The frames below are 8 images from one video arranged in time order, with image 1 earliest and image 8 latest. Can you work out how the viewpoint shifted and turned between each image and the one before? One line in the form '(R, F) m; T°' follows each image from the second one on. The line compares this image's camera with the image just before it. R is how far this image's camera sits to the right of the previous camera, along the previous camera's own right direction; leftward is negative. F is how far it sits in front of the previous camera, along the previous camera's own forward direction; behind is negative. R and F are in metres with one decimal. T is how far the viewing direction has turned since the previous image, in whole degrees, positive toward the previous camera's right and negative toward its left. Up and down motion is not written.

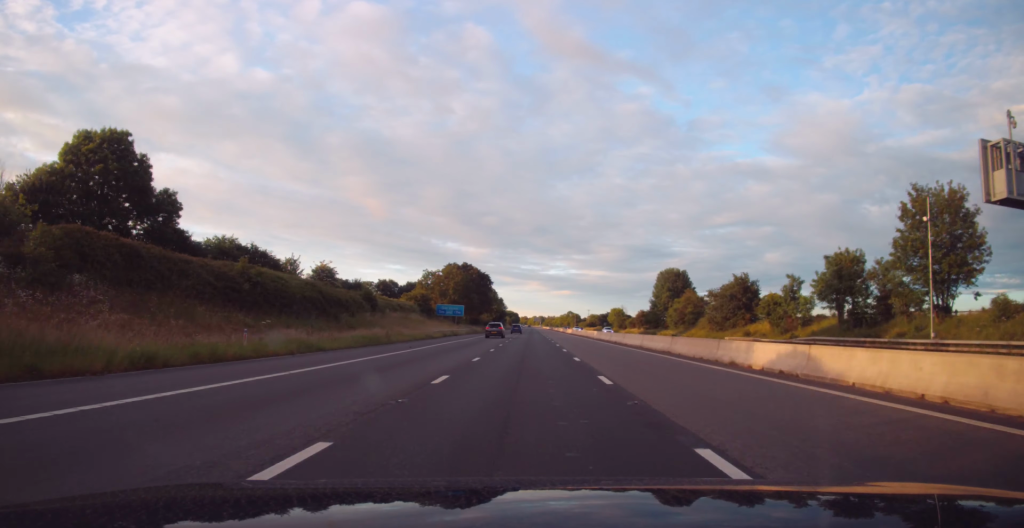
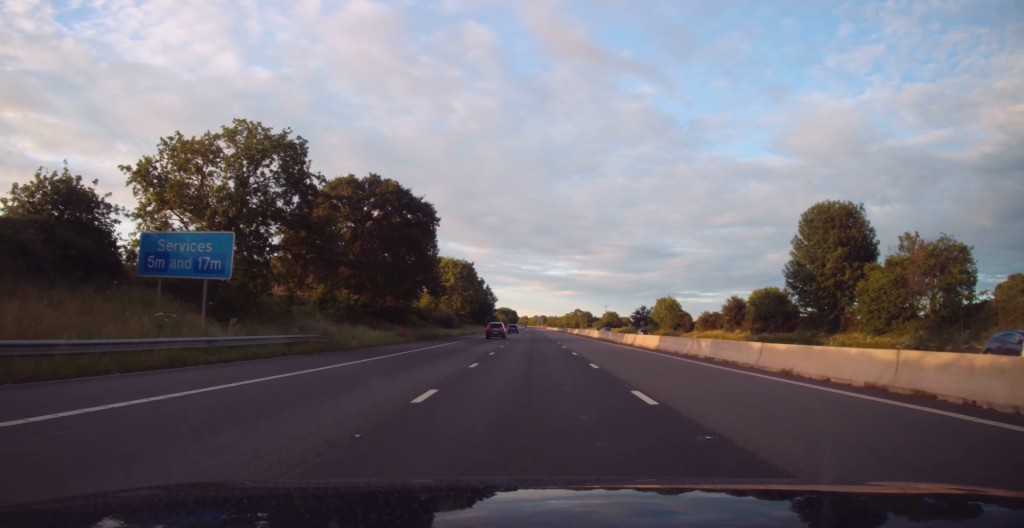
(-0.7, +75.8) m; -1°
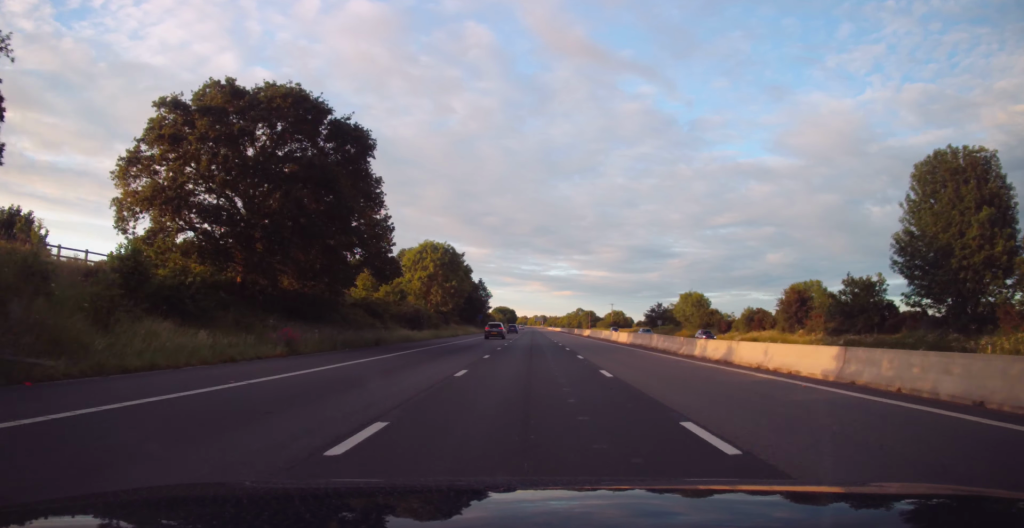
(0.0, +21.7) m; 0°
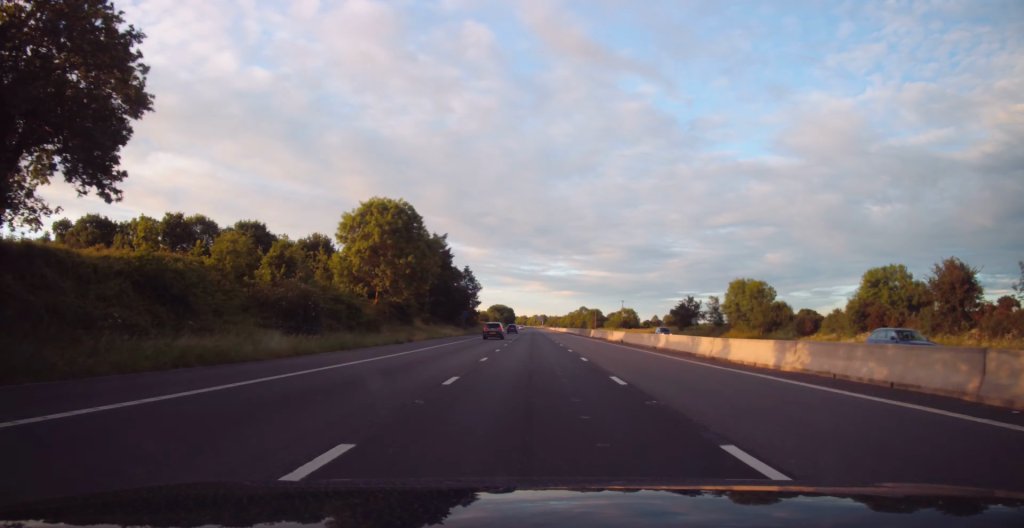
(-0.3, +29.1) m; +1°
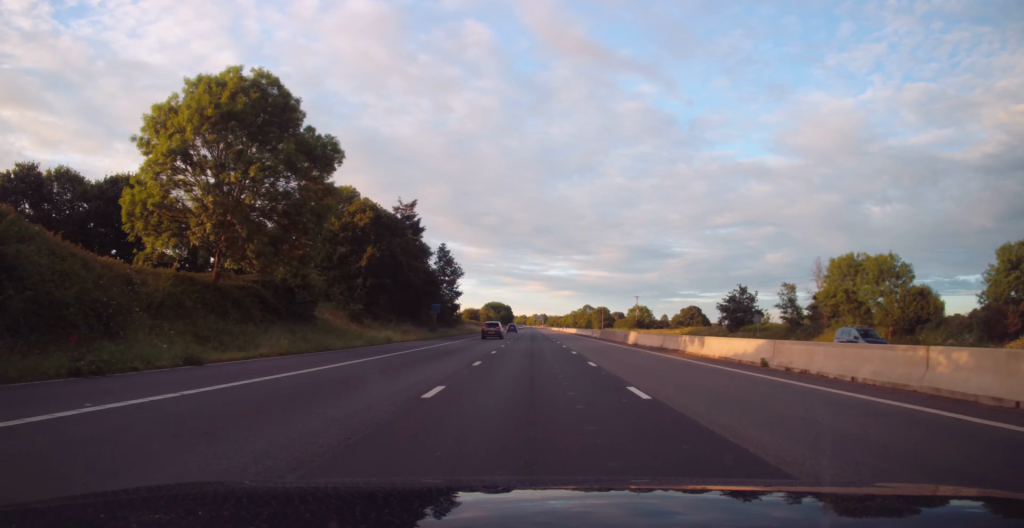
(+0.6, +30.2) m; 0°
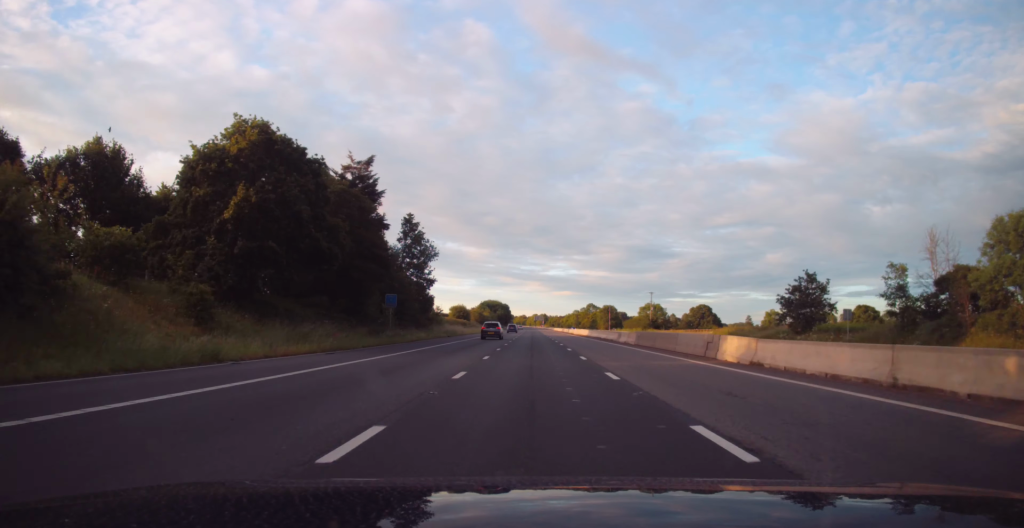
(-0.2, +22.7) m; 0°
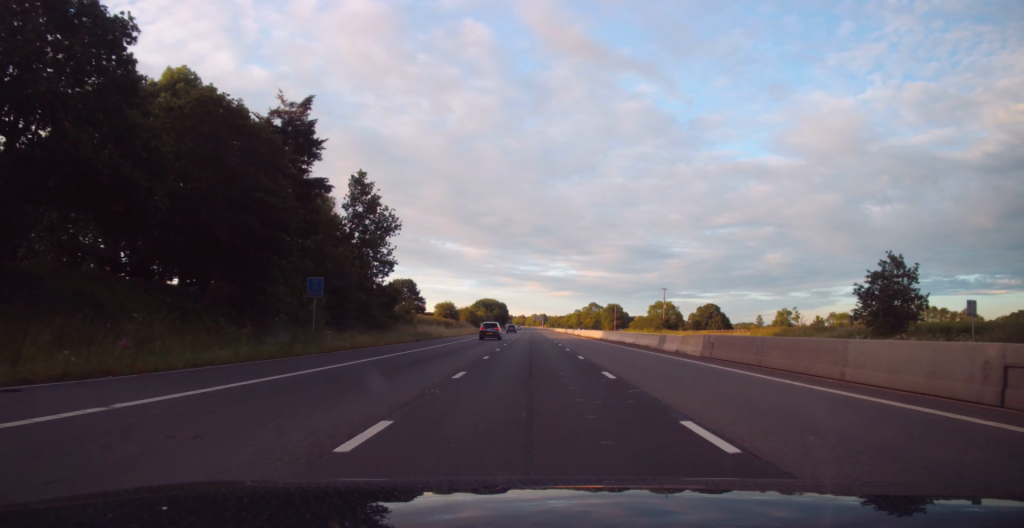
(-0.1, +17.3) m; 0°
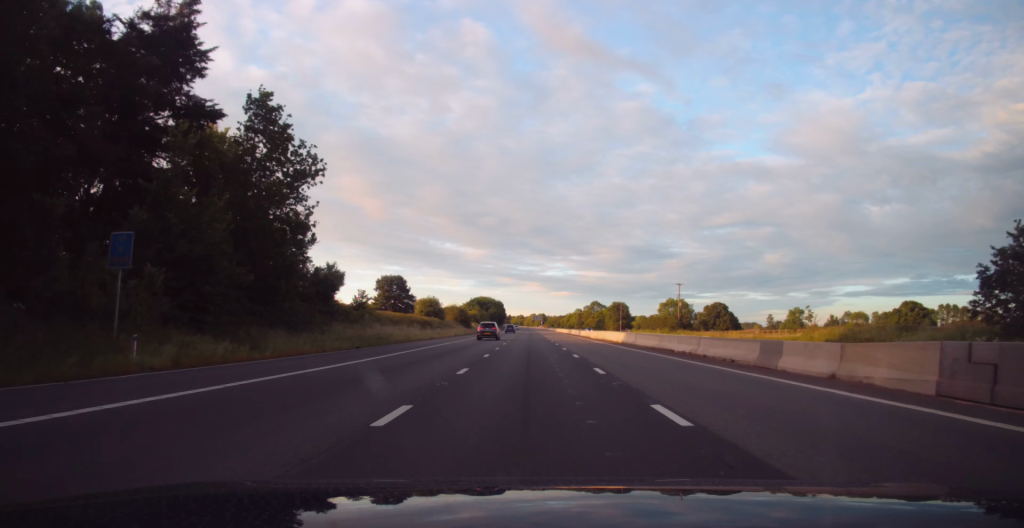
(+0.3, +16.2) m; 0°
